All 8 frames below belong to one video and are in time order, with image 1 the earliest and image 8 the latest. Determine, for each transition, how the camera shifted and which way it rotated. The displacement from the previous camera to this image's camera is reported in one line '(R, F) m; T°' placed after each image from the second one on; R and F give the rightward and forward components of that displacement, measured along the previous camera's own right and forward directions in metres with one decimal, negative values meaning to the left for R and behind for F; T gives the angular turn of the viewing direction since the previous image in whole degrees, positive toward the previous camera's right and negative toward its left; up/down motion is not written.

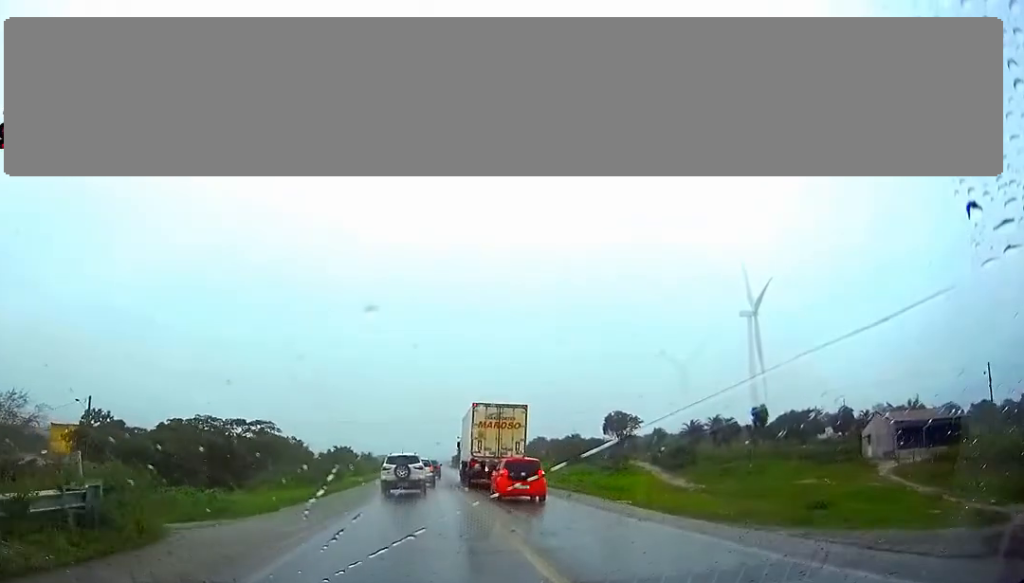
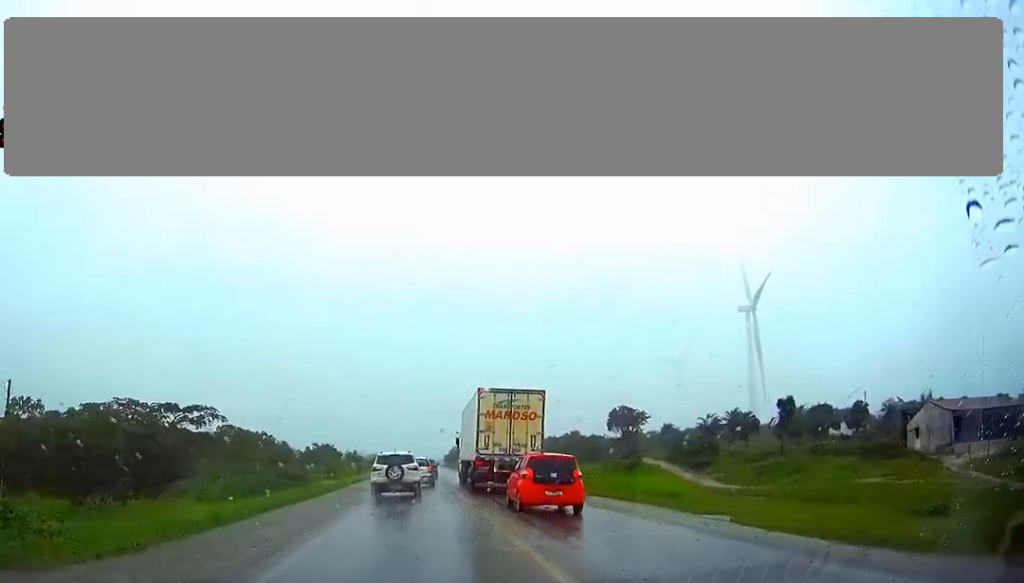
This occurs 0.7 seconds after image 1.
(0.0, +11.1) m; 0°
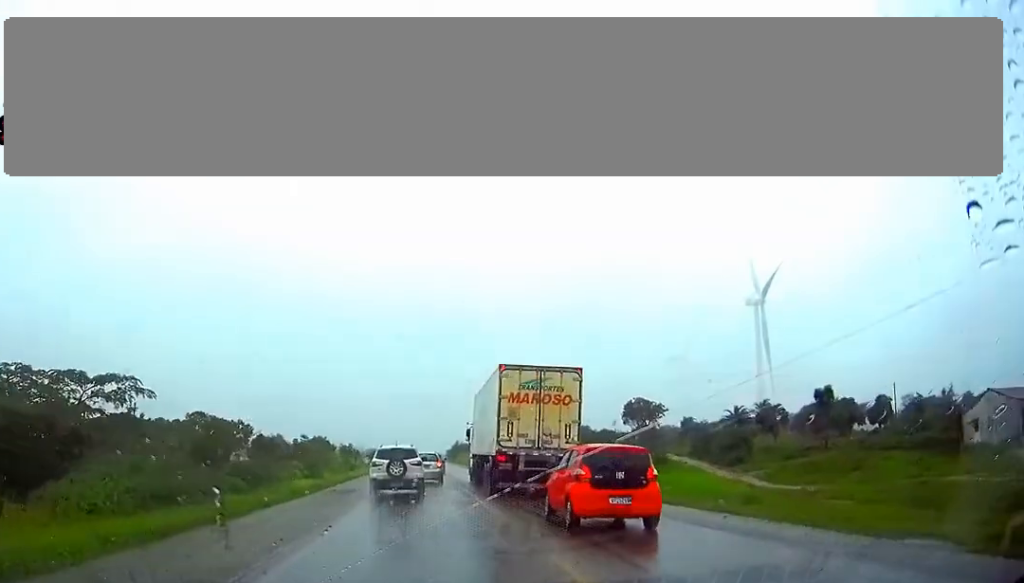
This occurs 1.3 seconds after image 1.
(+0.1, +10.0) m; 0°
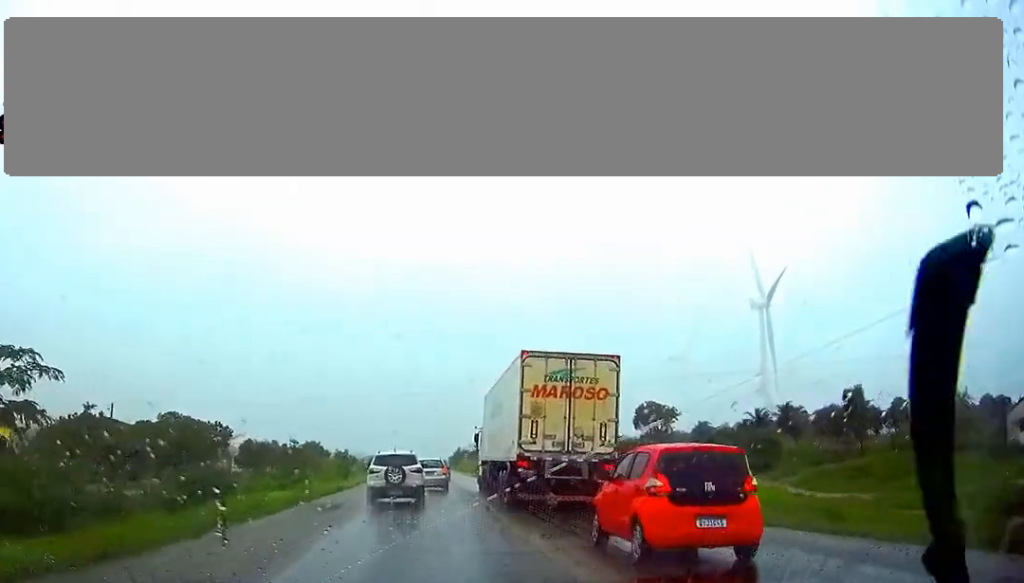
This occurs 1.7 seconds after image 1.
(0.0, +7.0) m; 0°
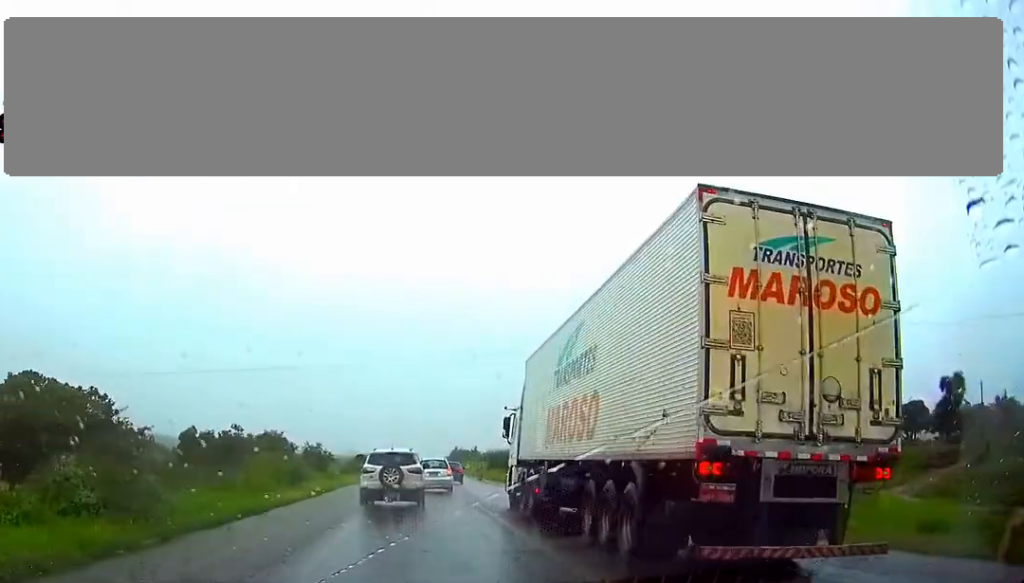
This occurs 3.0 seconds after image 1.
(0.0, +20.3) m; 0°
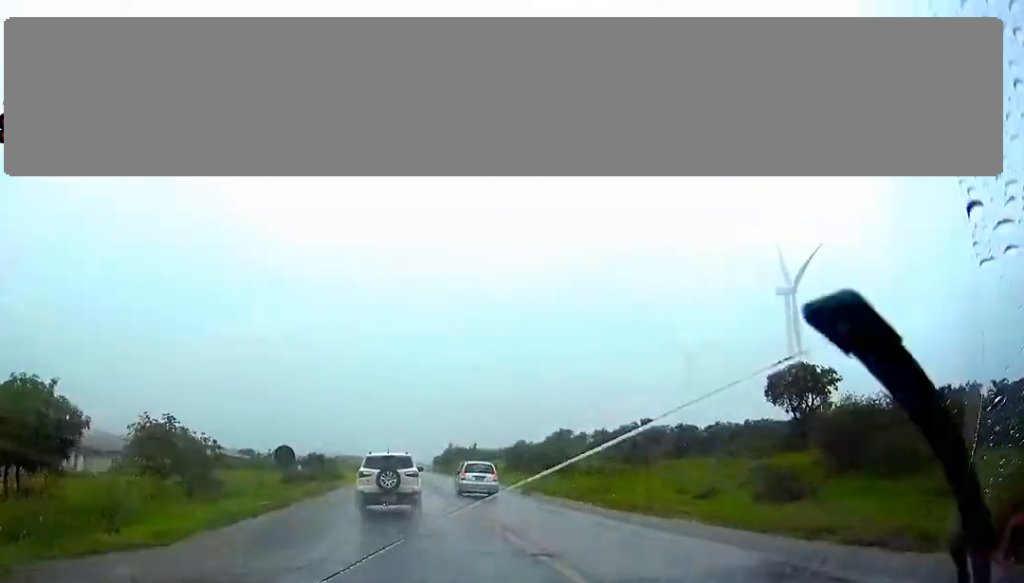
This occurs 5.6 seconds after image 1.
(+0.5, +39.1) m; +2°
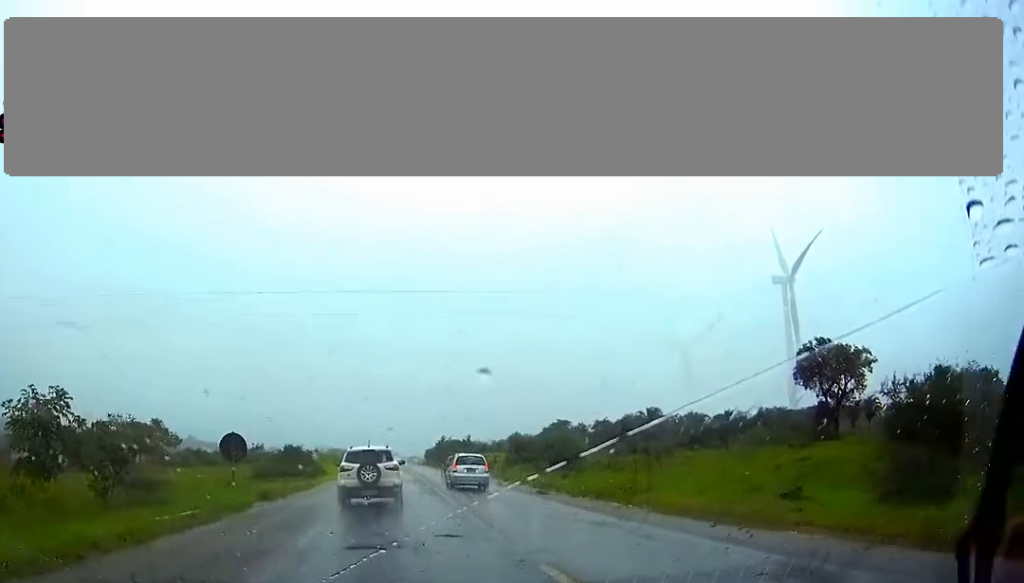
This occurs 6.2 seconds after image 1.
(0.0, +8.4) m; +1°
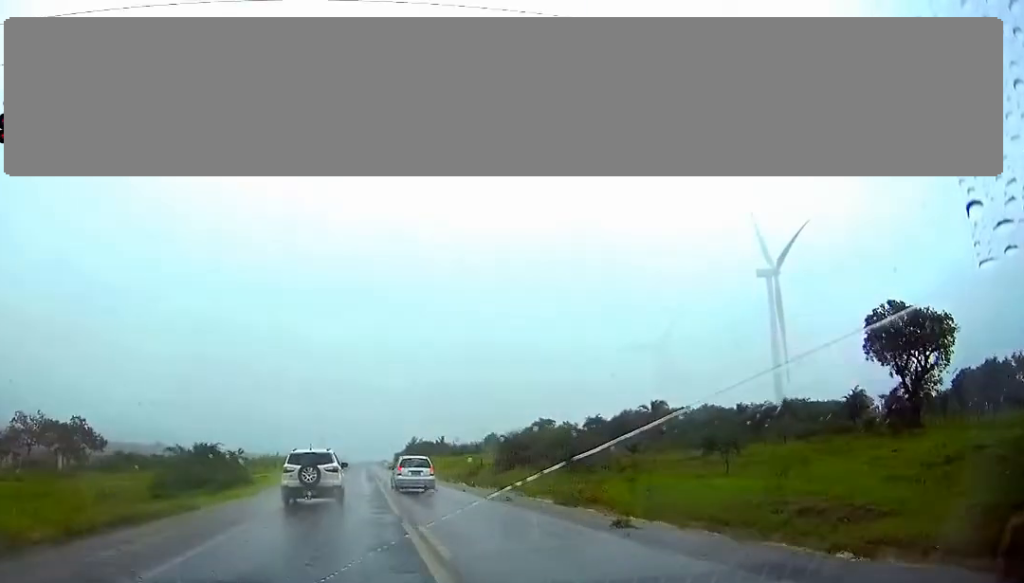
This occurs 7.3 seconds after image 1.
(+0.3, +17.3) m; +1°
